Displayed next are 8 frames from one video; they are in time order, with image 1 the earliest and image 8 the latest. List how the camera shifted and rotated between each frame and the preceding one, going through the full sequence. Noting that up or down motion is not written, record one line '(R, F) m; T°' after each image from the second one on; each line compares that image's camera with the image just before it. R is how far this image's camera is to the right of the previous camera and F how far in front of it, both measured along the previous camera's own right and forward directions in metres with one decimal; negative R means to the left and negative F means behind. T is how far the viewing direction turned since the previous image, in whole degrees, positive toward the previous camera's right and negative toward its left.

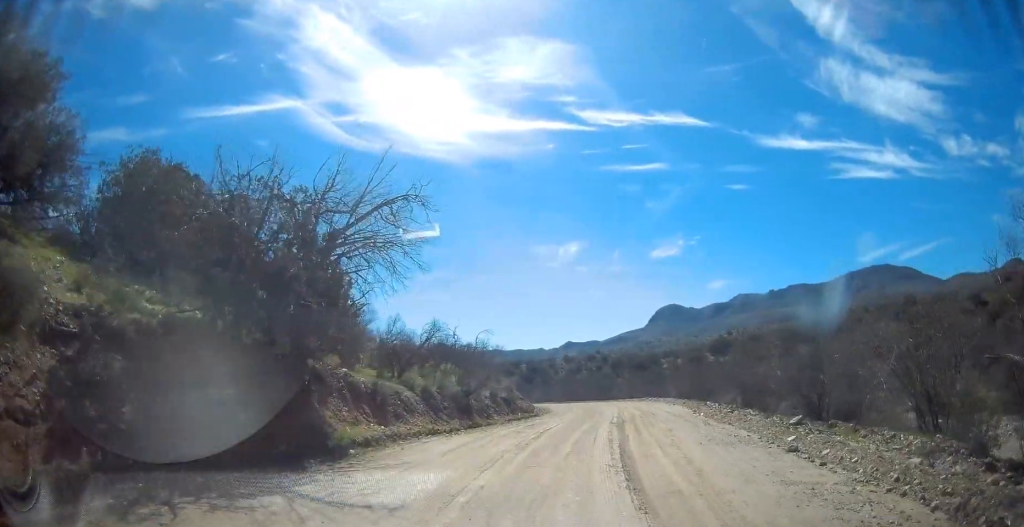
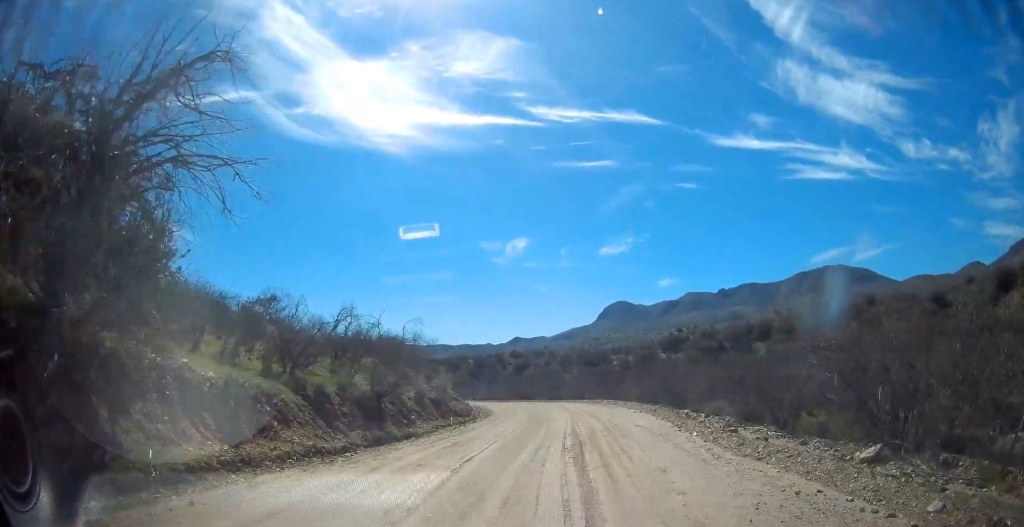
(+0.4, +4.9) m; +9°
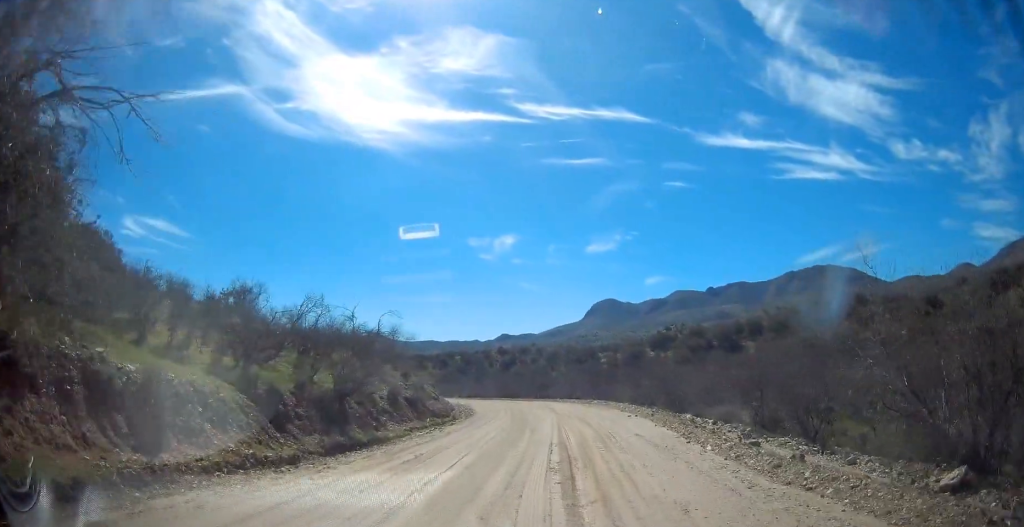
(+0.2, +2.0) m; +4°
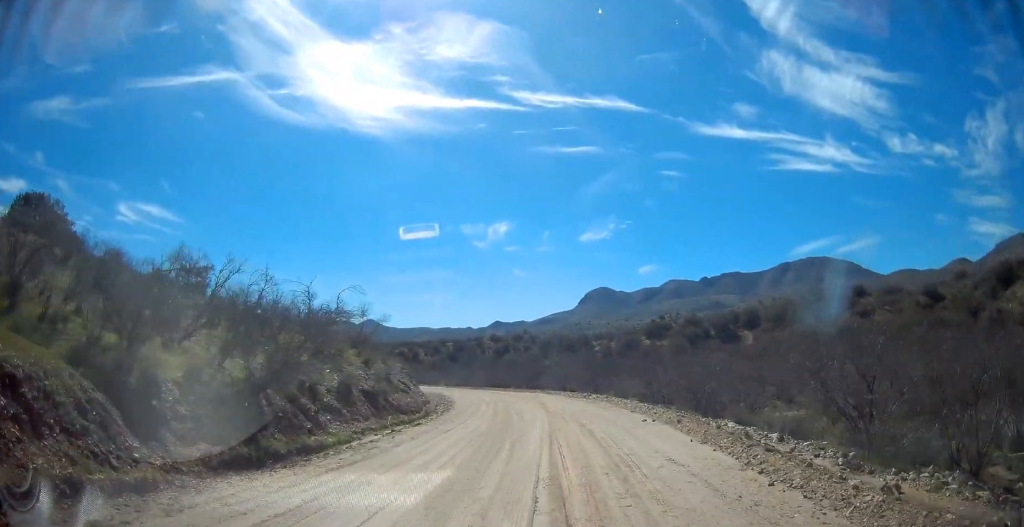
(+0.1, +4.6) m; +1°
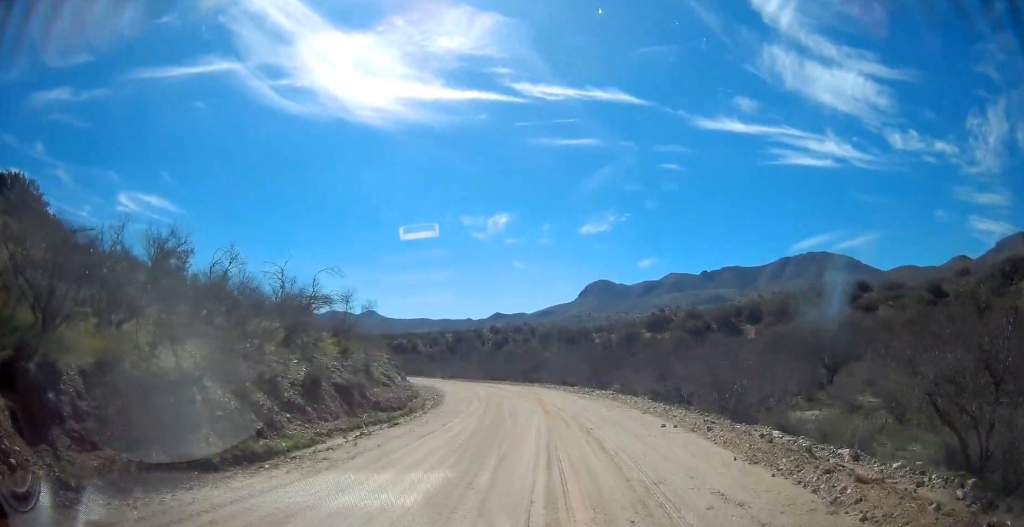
(0.0, +2.5) m; 0°
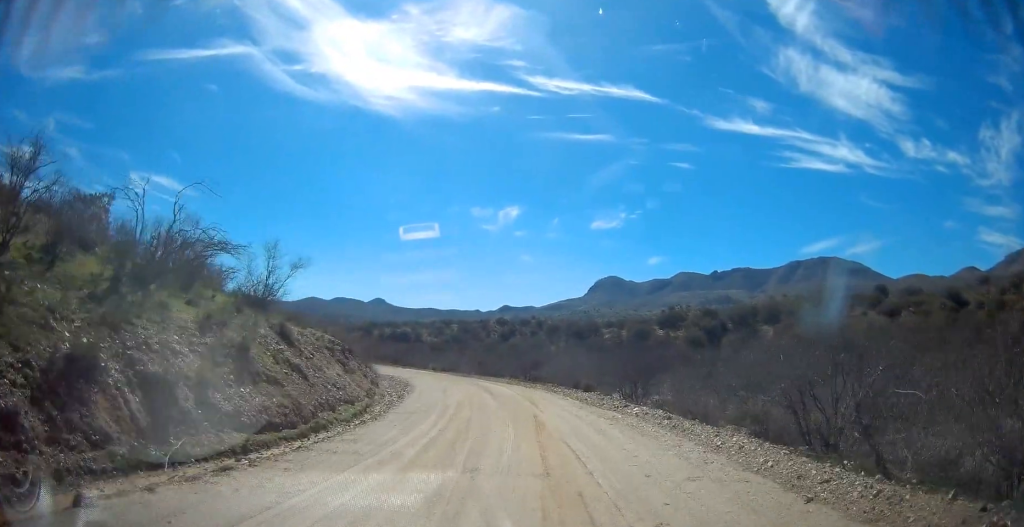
(0.0, +9.2) m; -4°
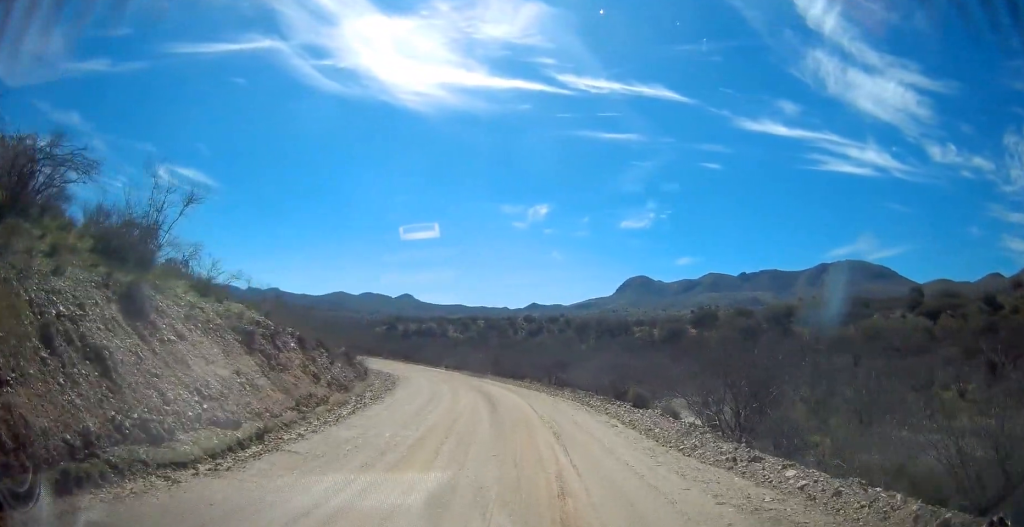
(-0.7, +8.2) m; -2°
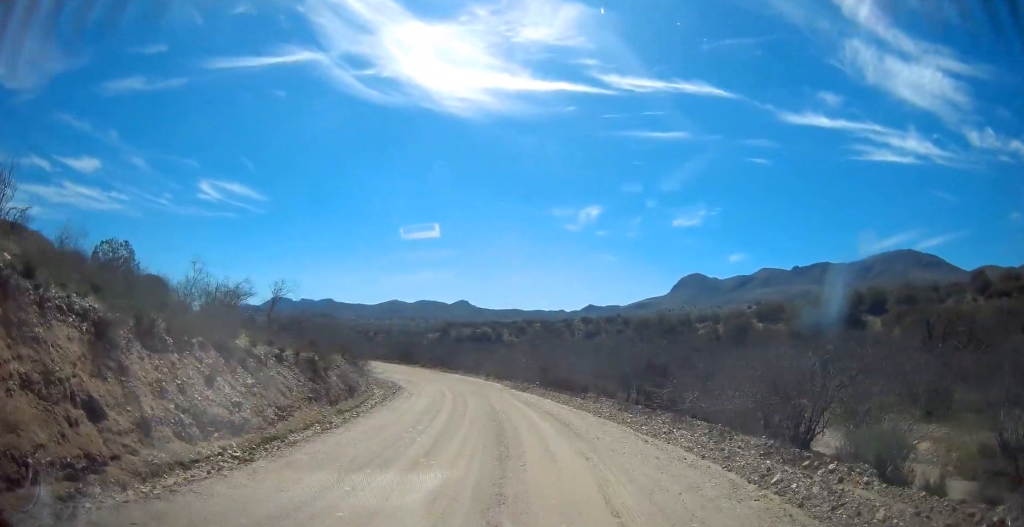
(+0.4, +11.7) m; -2°
